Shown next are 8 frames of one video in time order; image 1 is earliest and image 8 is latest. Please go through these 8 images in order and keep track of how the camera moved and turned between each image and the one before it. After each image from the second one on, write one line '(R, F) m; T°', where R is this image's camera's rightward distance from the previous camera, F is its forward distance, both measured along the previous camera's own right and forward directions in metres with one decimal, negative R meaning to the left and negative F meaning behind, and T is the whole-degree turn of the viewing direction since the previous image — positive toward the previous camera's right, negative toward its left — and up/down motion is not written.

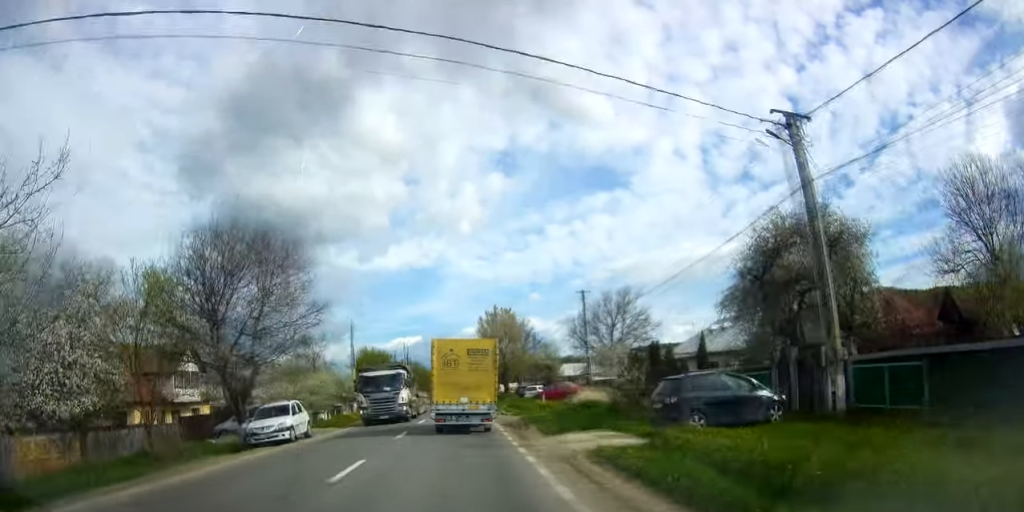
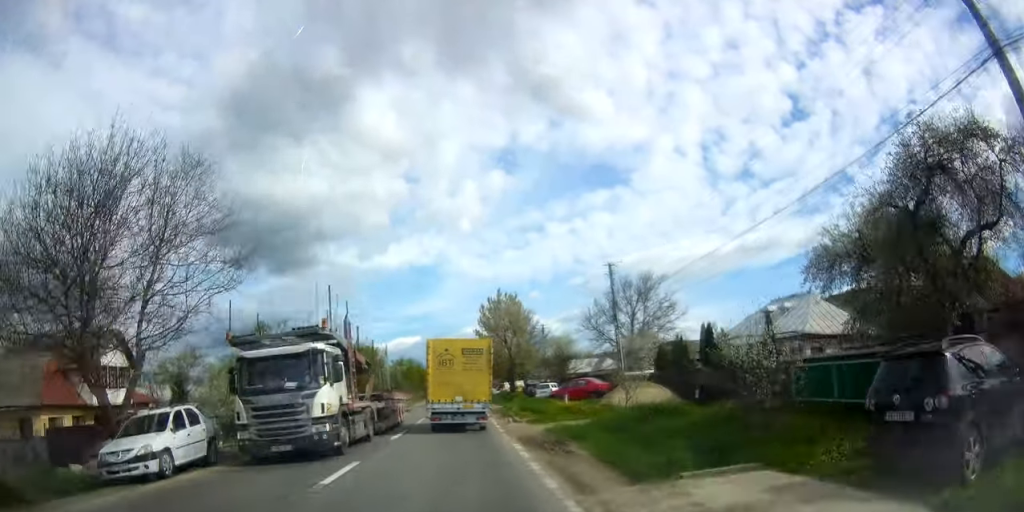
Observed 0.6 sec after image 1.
(0.0, +9.3) m; 0°
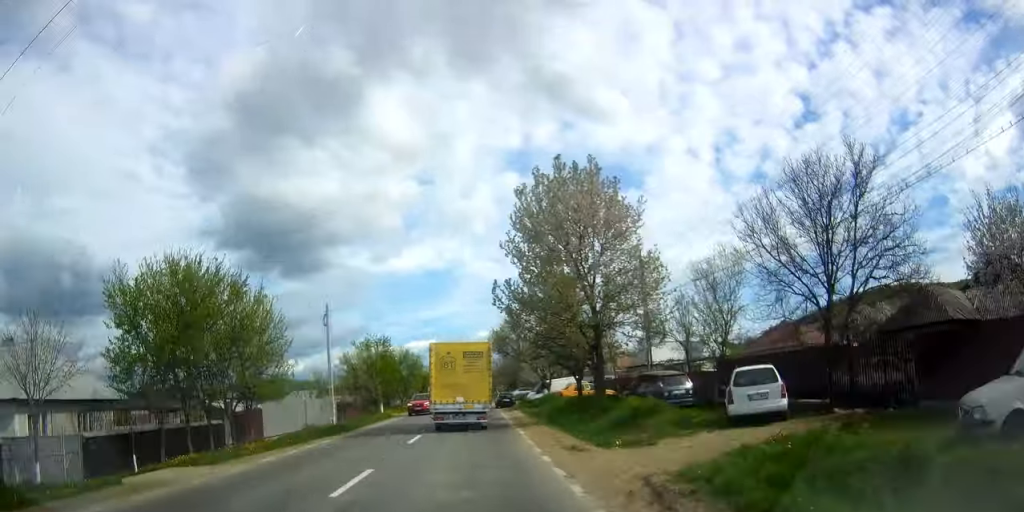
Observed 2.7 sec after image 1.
(0.0, +36.7) m; -1°
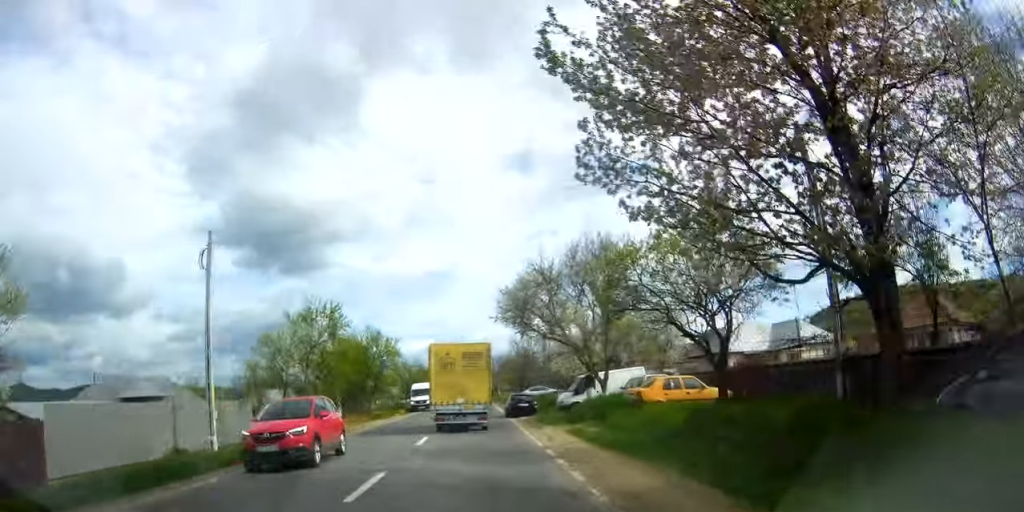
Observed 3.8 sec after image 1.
(-0.2, +18.1) m; -1°
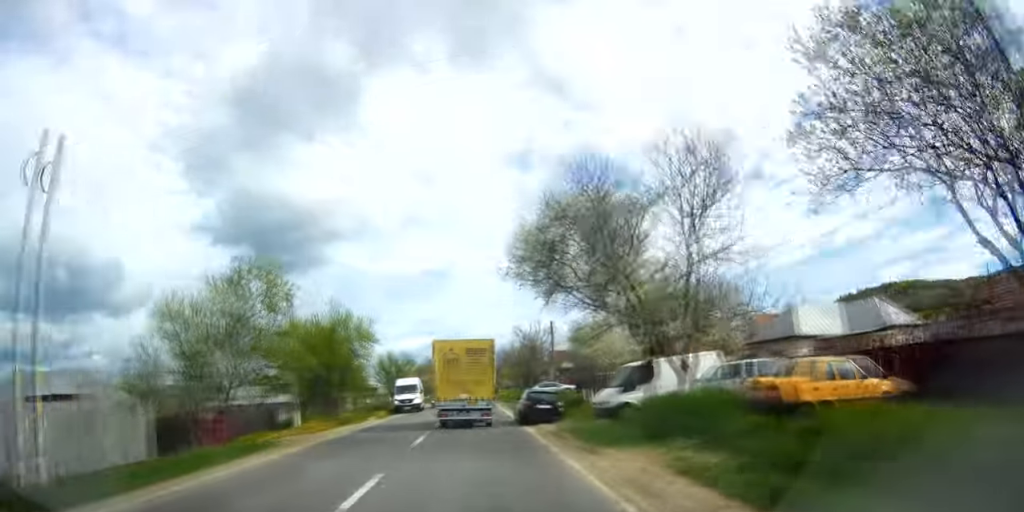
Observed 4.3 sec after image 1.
(-0.2, +9.9) m; 0°
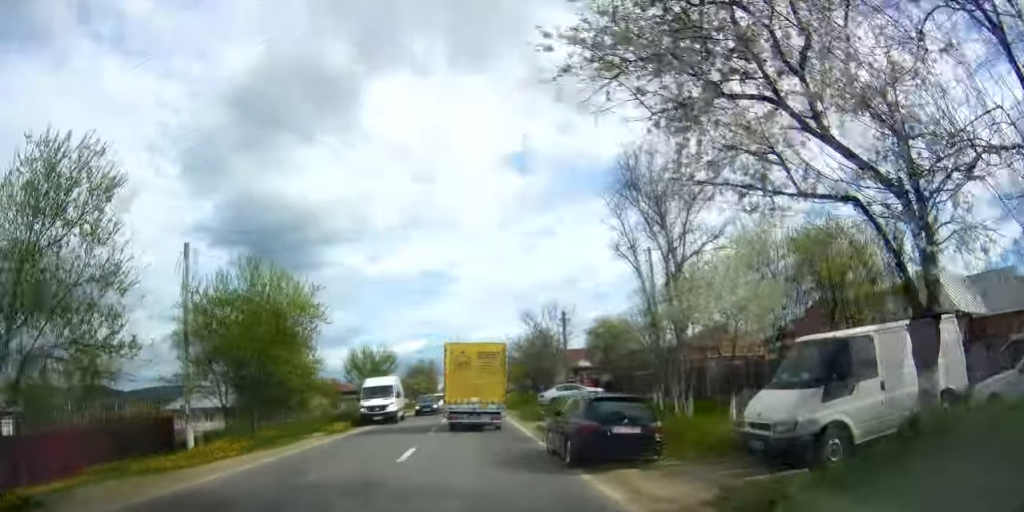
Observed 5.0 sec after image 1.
(+0.2, +12.2) m; +1°
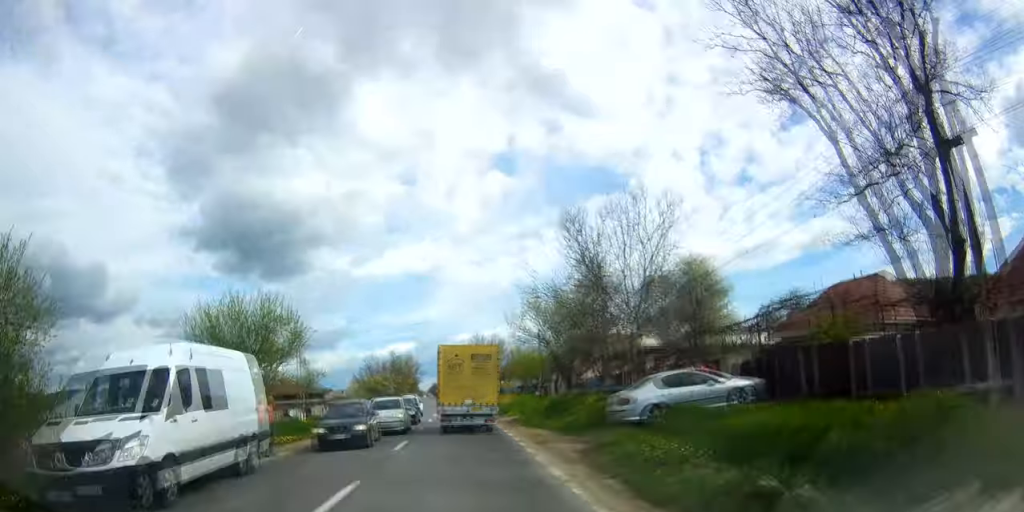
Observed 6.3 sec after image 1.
(+0.2, +23.9) m; 0°
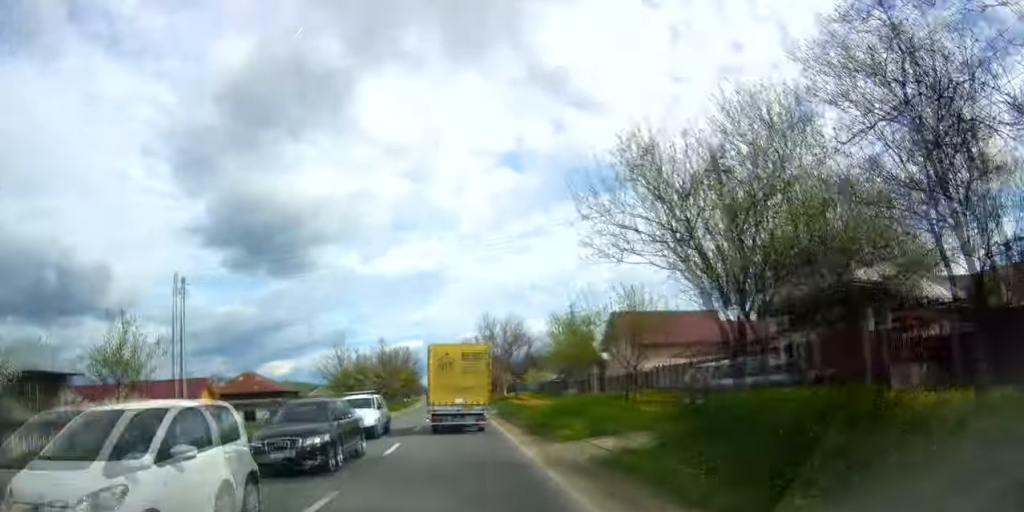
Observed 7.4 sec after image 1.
(0.0, +17.7) m; 0°
